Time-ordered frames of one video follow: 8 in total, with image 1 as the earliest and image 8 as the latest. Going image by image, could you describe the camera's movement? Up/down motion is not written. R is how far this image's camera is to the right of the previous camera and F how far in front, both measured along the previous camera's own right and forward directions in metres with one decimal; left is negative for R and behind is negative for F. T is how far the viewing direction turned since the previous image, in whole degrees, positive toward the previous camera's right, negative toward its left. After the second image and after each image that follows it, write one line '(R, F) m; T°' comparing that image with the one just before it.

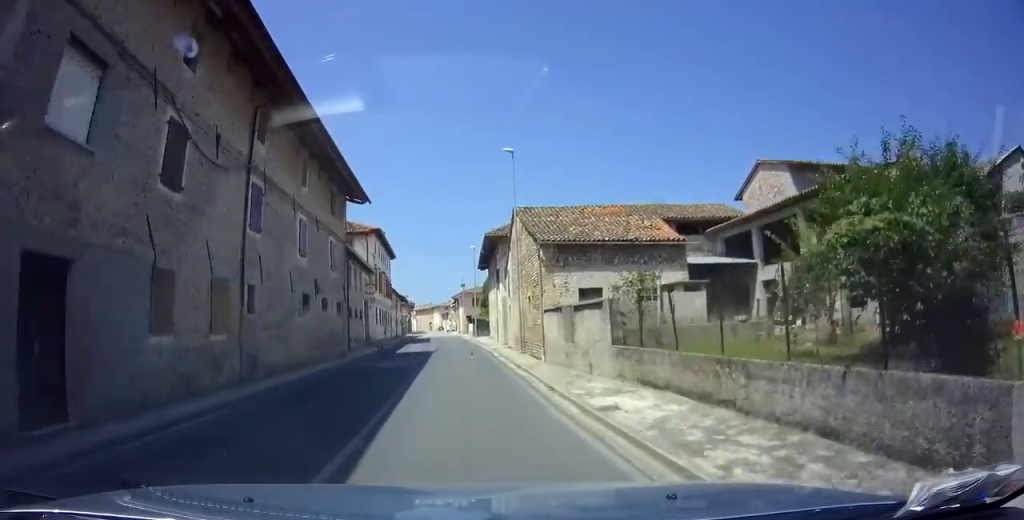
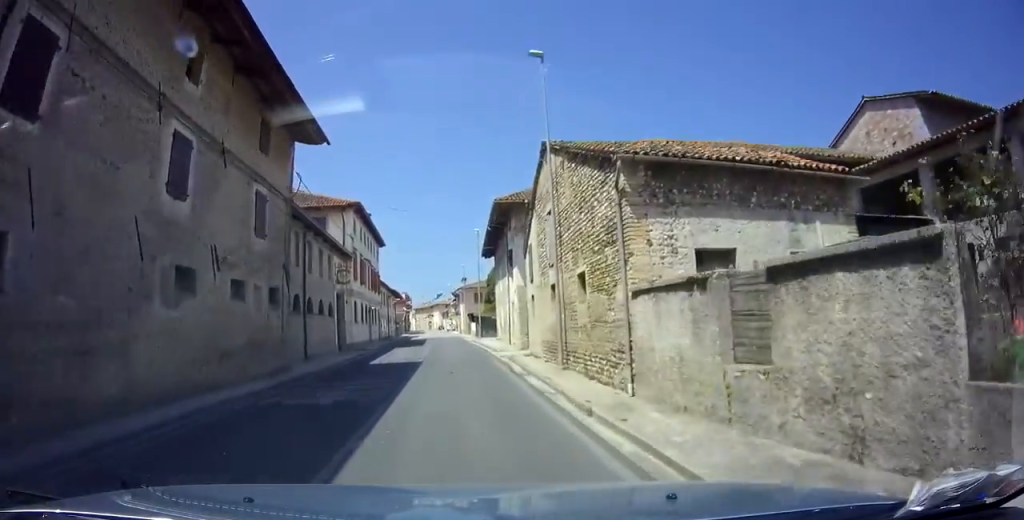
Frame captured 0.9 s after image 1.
(-0.2, +9.7) m; -1°
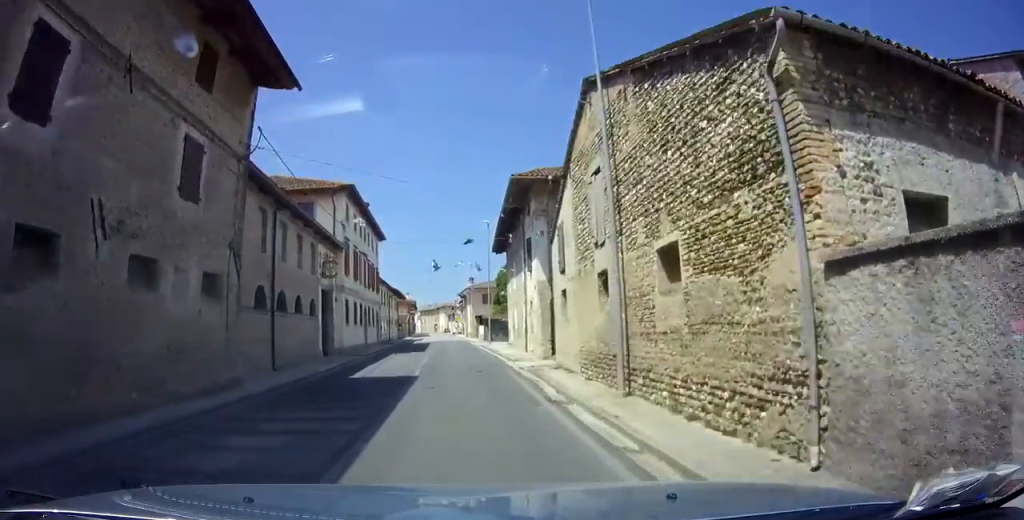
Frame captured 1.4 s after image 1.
(0.0, +5.3) m; +1°
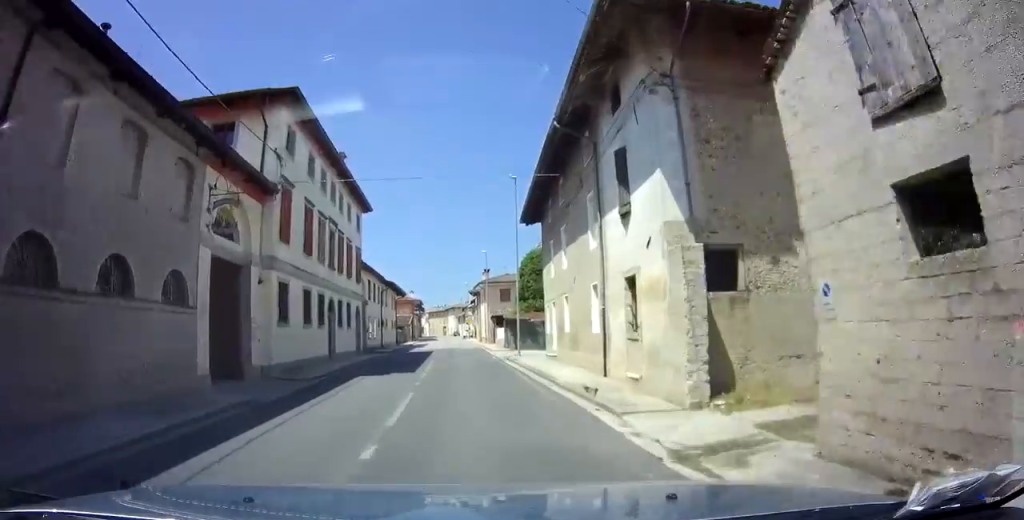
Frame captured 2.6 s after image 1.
(+0.3, +14.1) m; +1°
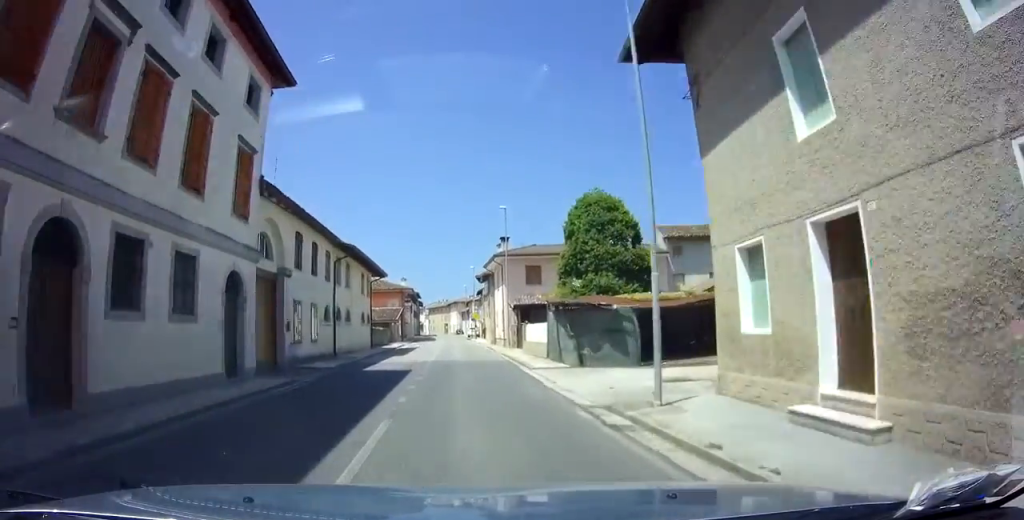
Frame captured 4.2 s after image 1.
(-0.4, +19.7) m; -3°
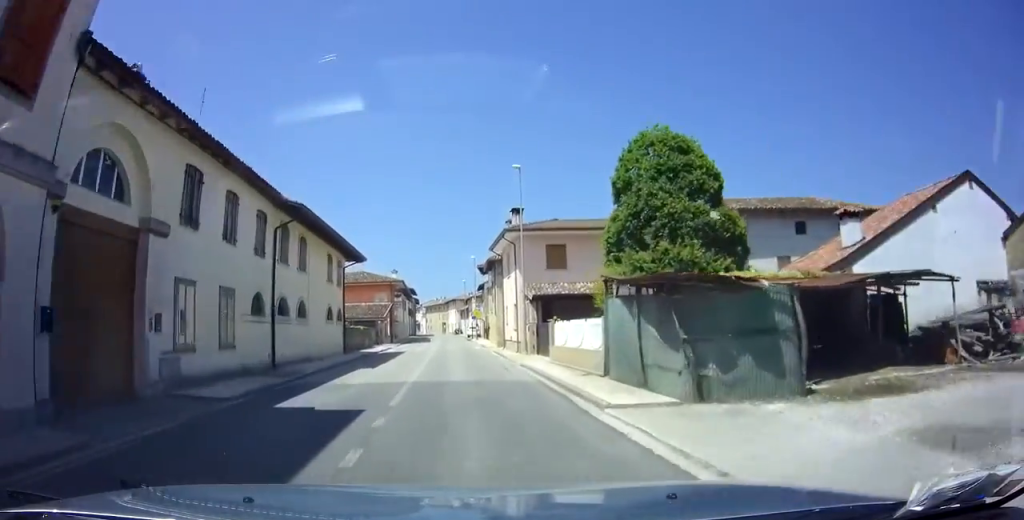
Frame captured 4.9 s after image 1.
(-0.1, +9.2) m; -1°
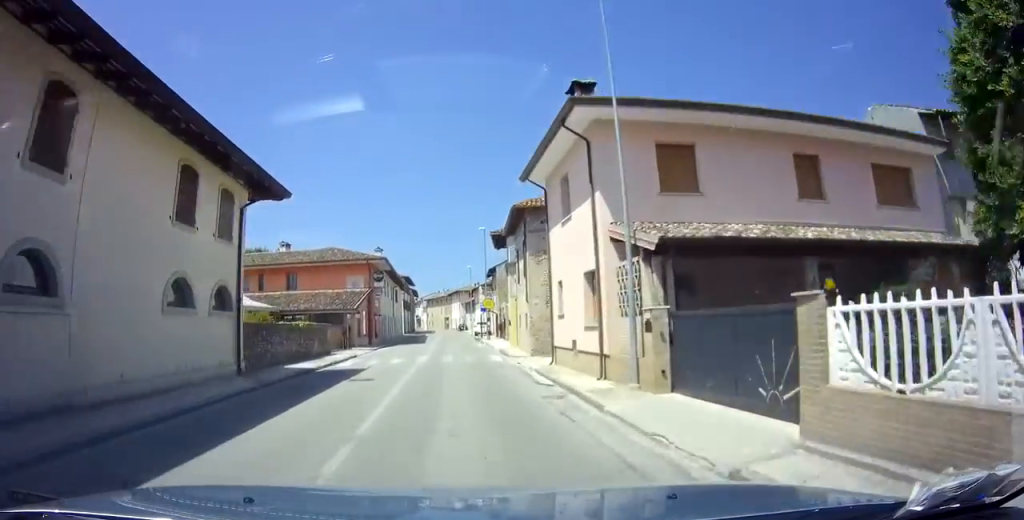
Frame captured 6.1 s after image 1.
(-0.4, +15.9) m; -2°
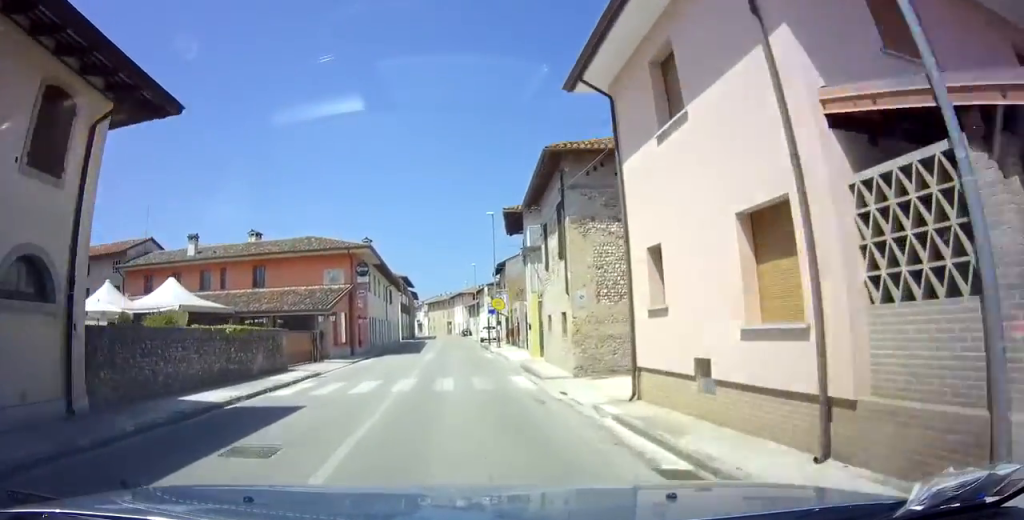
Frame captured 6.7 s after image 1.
(-0.1, +7.8) m; 0°
